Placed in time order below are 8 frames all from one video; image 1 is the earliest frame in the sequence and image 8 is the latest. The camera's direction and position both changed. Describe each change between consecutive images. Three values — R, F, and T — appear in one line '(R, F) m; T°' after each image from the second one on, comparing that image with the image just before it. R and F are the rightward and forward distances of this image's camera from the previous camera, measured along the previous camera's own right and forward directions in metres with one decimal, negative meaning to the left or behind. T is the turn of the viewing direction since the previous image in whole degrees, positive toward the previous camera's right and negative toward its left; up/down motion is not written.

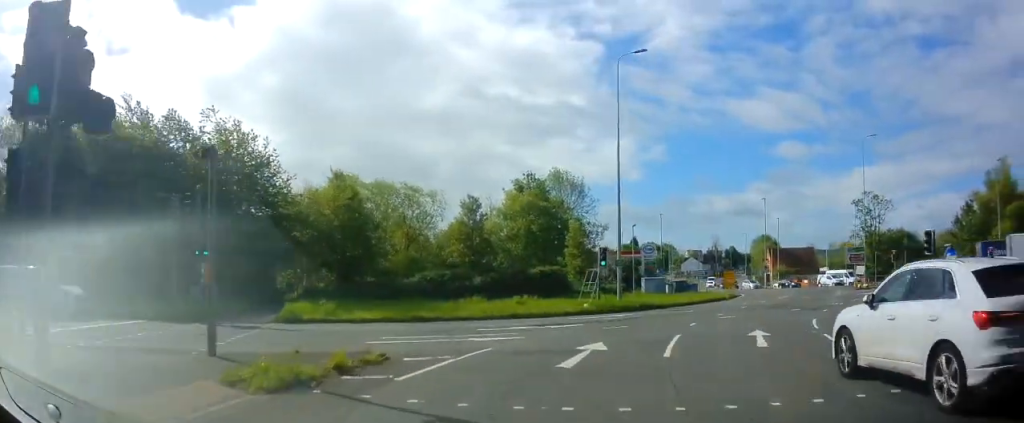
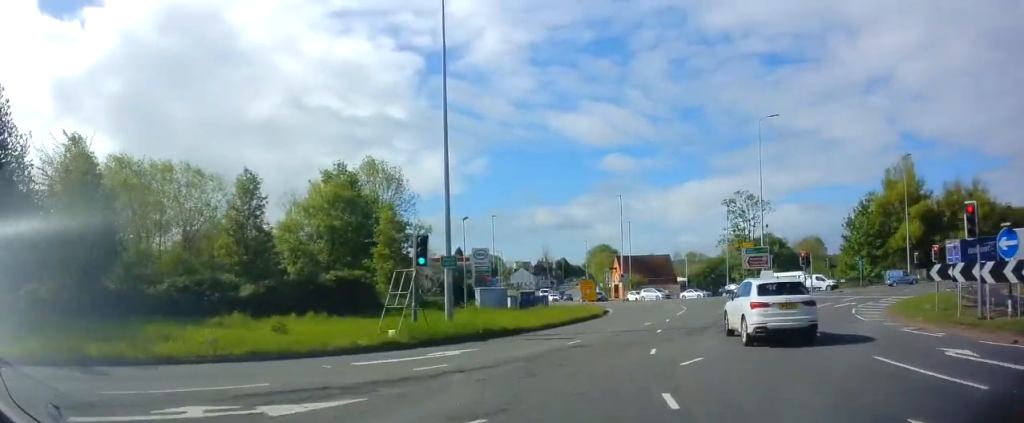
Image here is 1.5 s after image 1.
(+1.9, +11.2) m; +21°
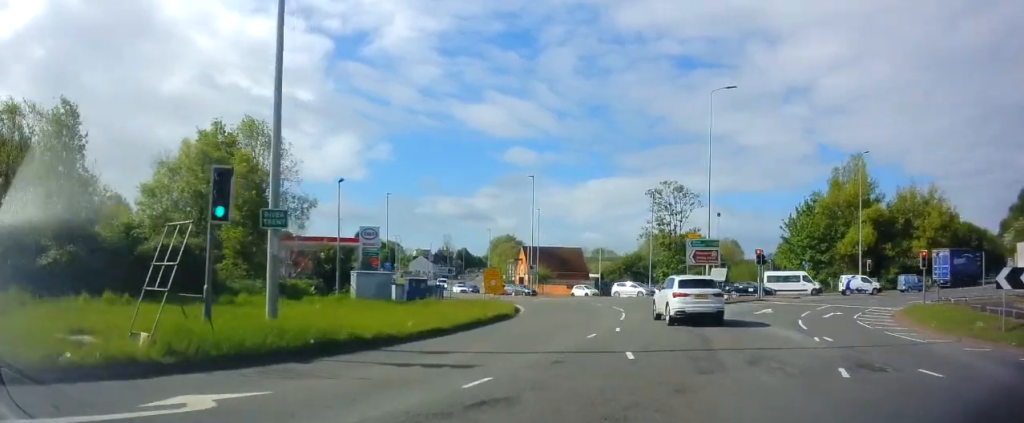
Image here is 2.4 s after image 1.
(+1.1, +8.3) m; +11°
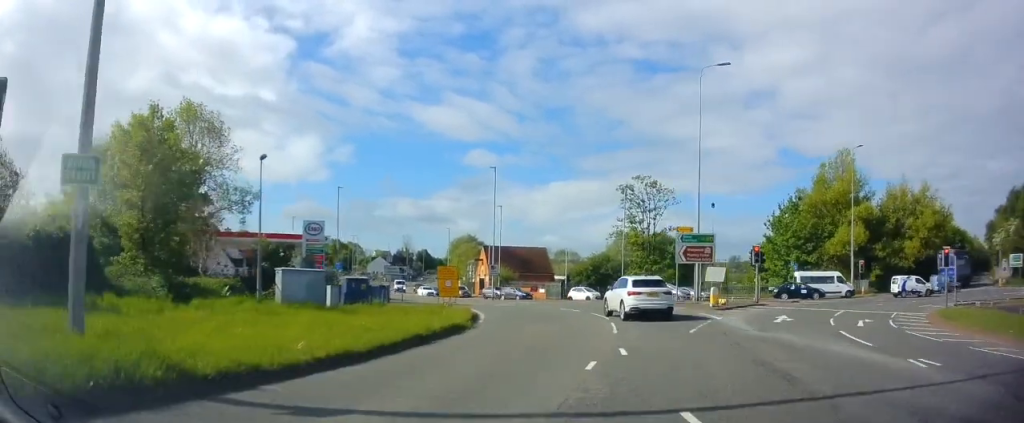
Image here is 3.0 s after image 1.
(+0.2, +5.3) m; +5°
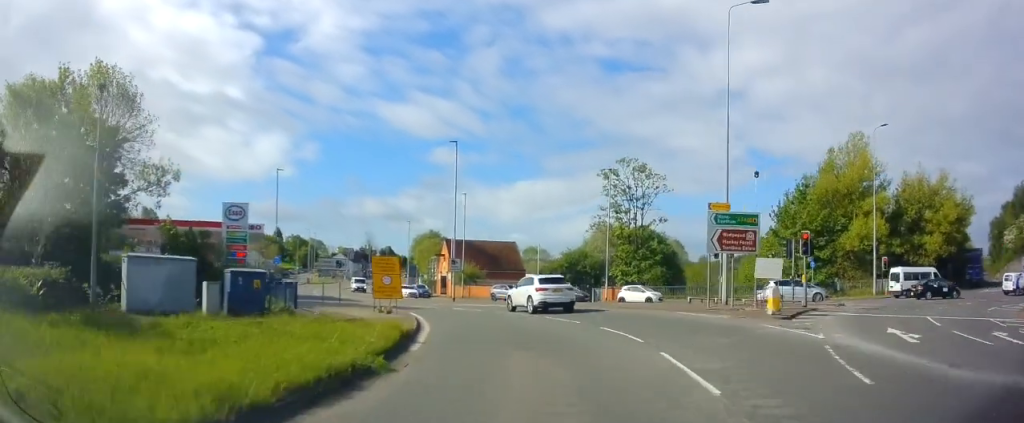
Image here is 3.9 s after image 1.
(+0.4, +9.2) m; +4°
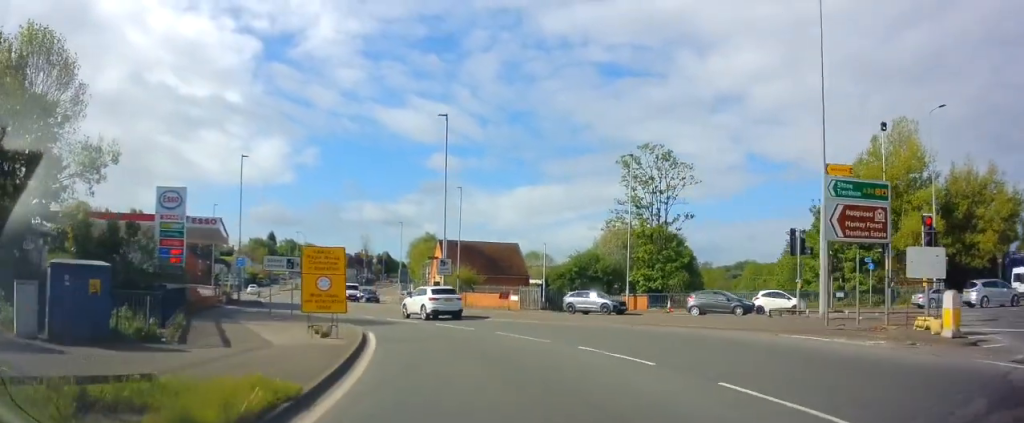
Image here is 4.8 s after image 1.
(+0.3, +8.7) m; +1°
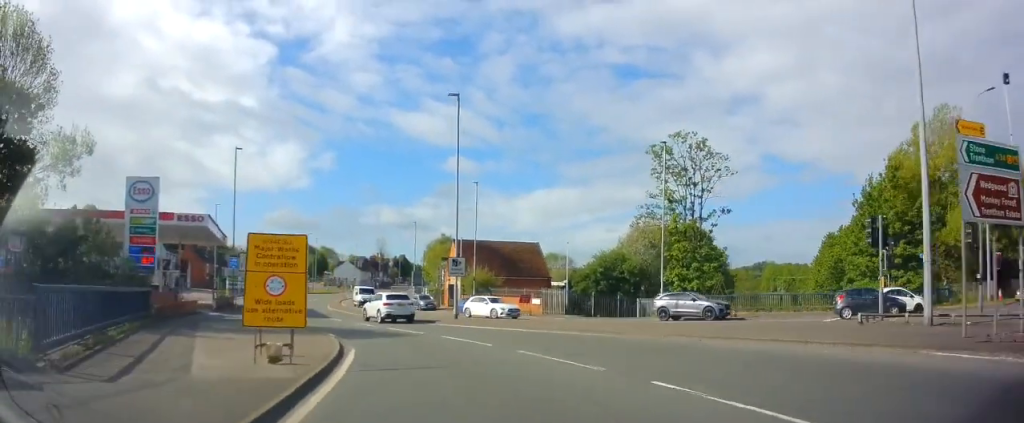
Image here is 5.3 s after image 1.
(0.0, +4.7) m; -1°
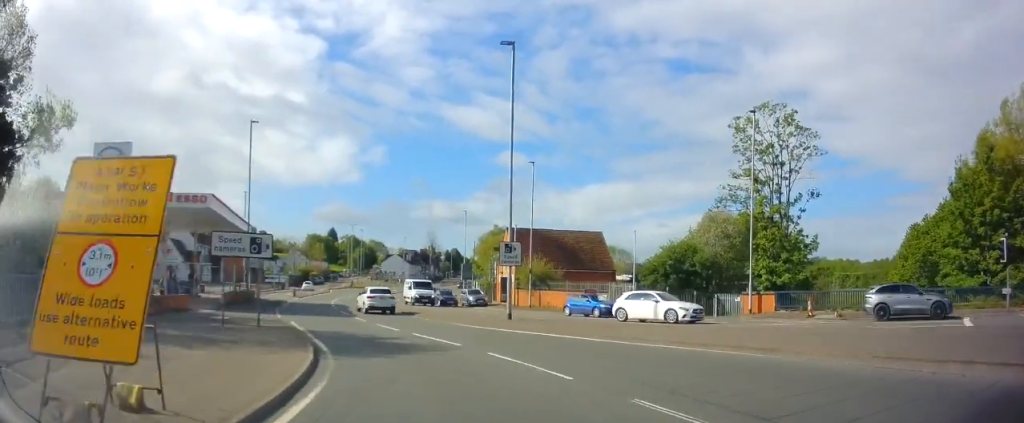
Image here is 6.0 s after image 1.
(-0.1, +6.5) m; -3°
